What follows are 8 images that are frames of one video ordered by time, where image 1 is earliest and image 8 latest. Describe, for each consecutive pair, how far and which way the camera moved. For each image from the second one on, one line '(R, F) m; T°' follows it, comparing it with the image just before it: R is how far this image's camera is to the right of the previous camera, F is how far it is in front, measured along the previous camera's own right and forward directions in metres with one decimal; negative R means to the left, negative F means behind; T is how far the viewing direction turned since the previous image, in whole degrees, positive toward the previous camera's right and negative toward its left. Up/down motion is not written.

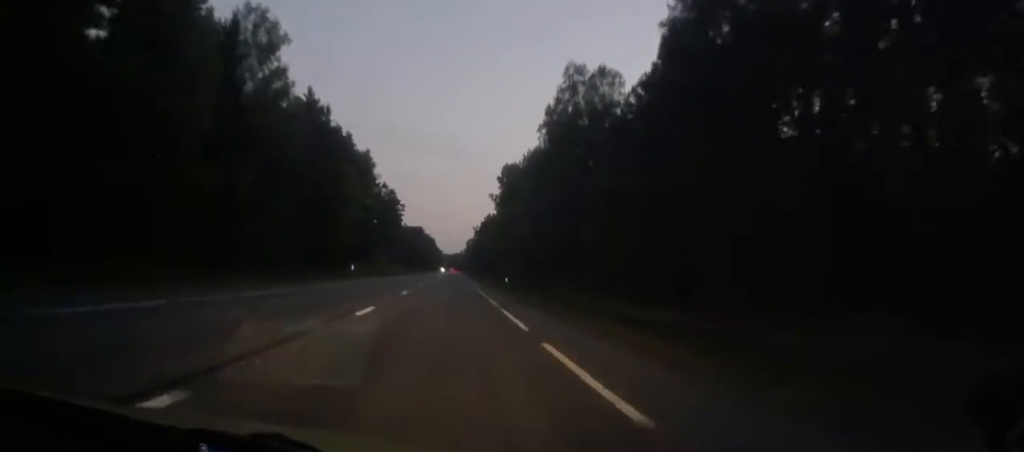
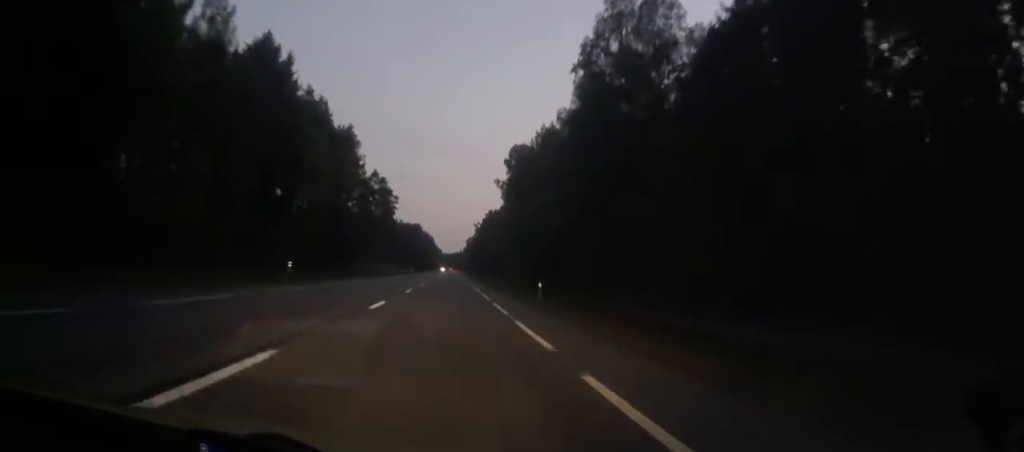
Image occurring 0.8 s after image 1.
(+1.1, +21.6) m; +1°
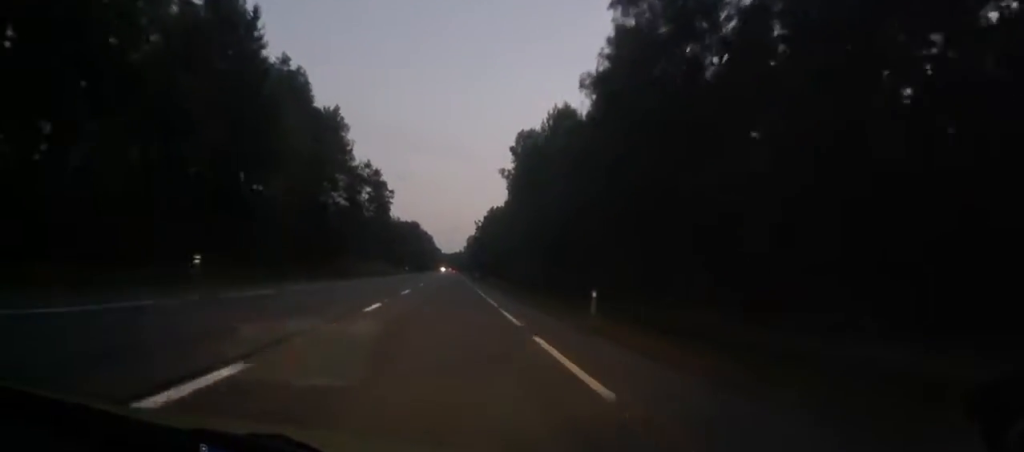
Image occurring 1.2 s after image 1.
(+0.5, +13.1) m; 0°
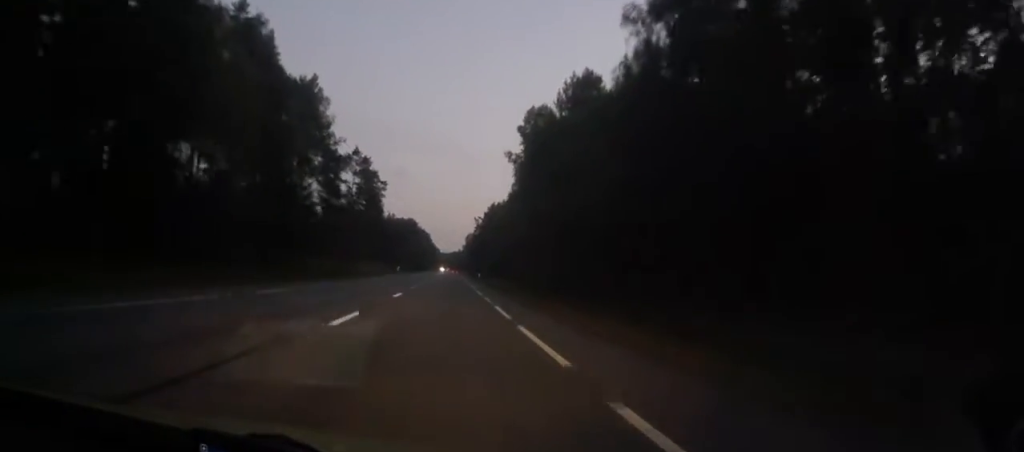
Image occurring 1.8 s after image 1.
(-0.7, +15.9) m; -2°
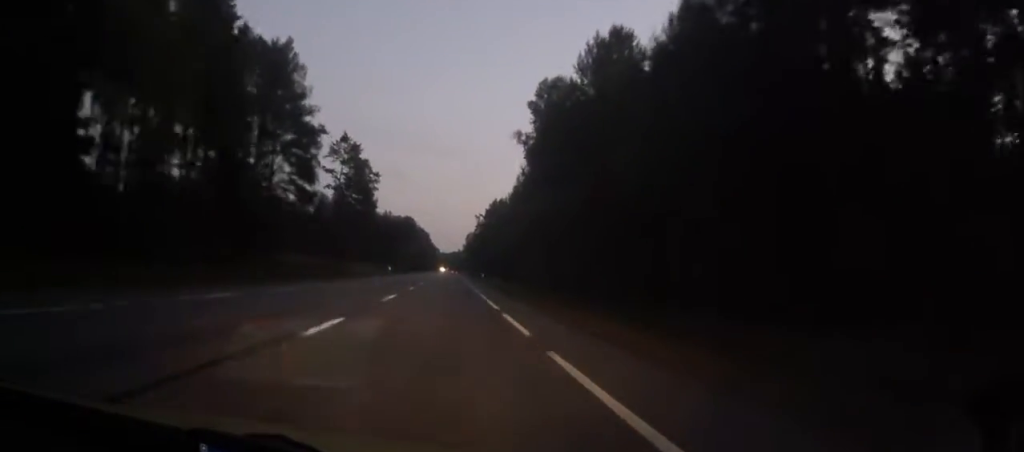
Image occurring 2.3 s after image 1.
(-0.2, +14.0) m; -1°
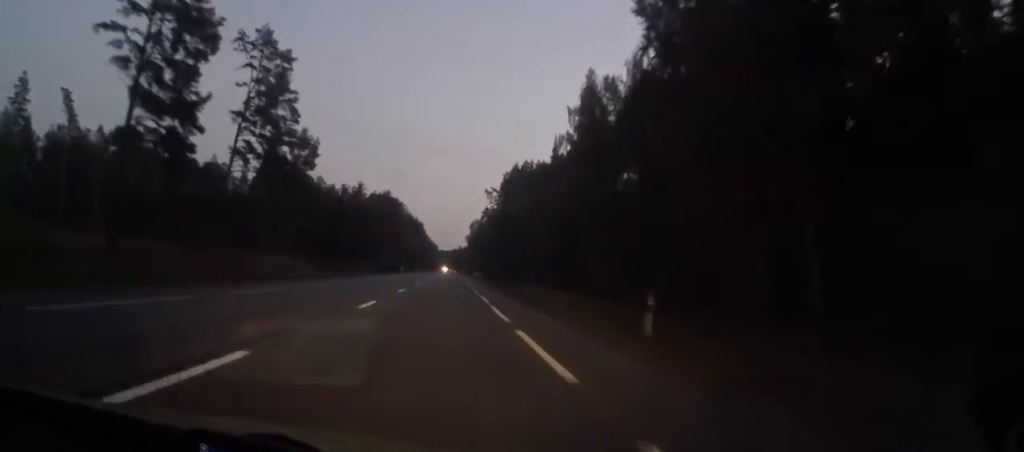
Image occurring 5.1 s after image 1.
(+0.4, +76.8) m; +1°
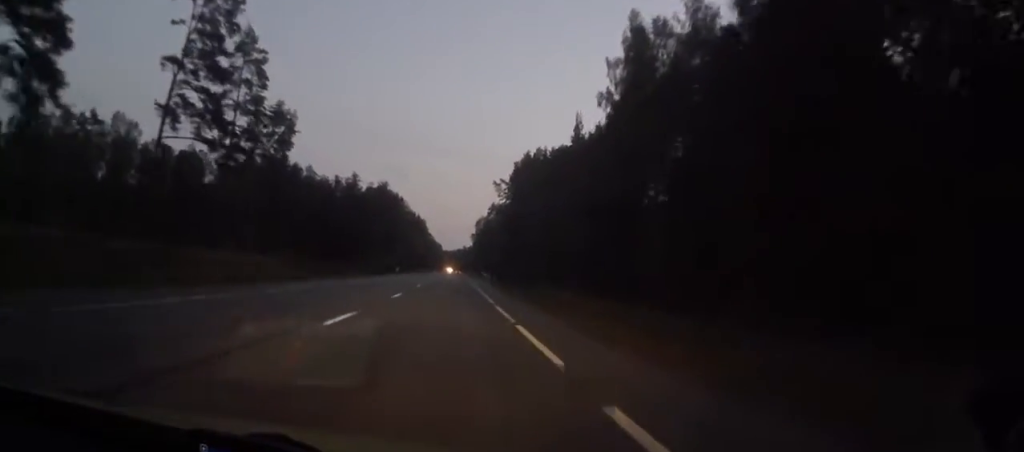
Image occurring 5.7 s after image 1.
(0.0, +16.6) m; 0°
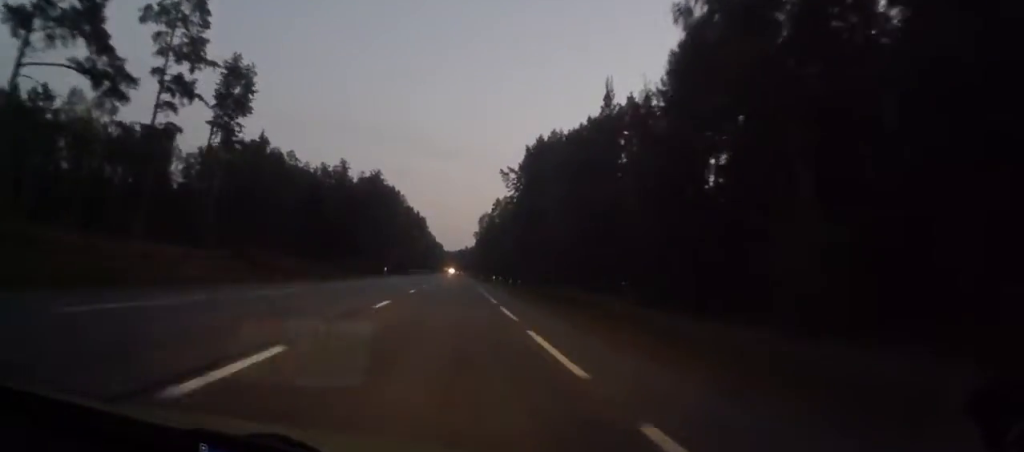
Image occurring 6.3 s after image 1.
(0.0, +18.4) m; 0°
